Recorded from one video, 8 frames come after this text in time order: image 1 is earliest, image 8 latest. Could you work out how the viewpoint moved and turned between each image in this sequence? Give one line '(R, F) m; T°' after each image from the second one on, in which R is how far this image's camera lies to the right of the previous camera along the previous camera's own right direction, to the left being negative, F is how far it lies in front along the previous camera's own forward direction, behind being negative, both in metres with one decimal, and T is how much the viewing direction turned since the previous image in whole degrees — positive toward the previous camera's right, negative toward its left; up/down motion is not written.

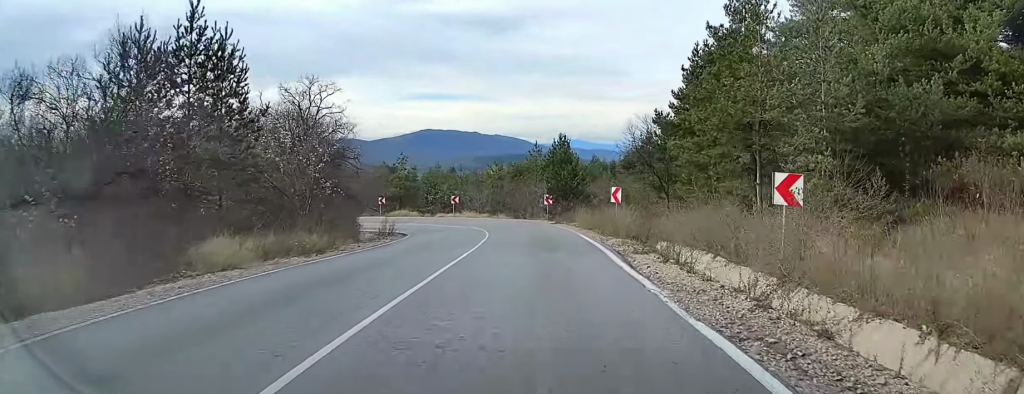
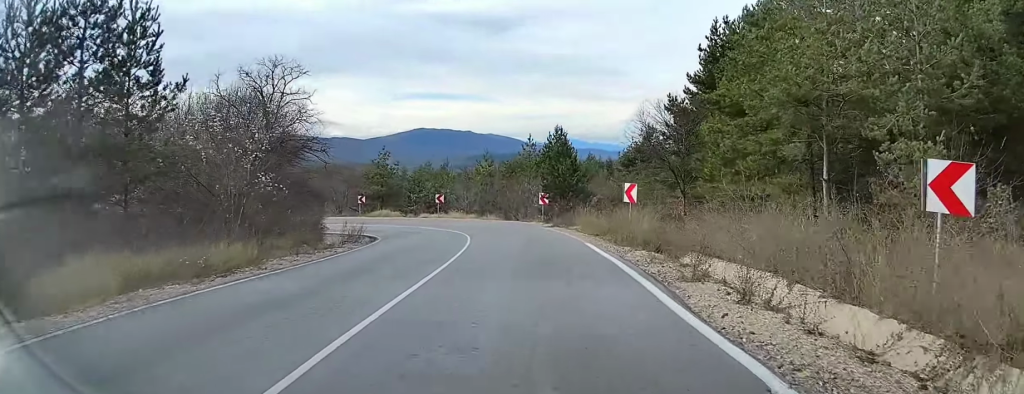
(+0.1, +5.4) m; +1°
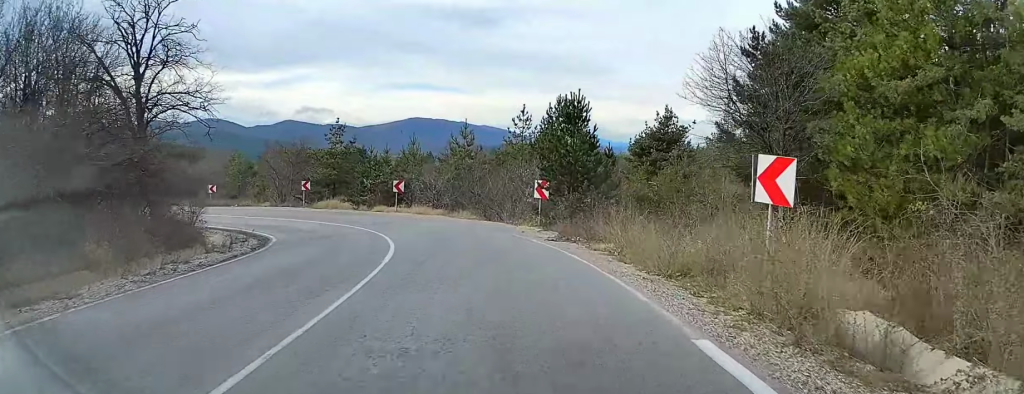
(+0.3, +13.8) m; -2°
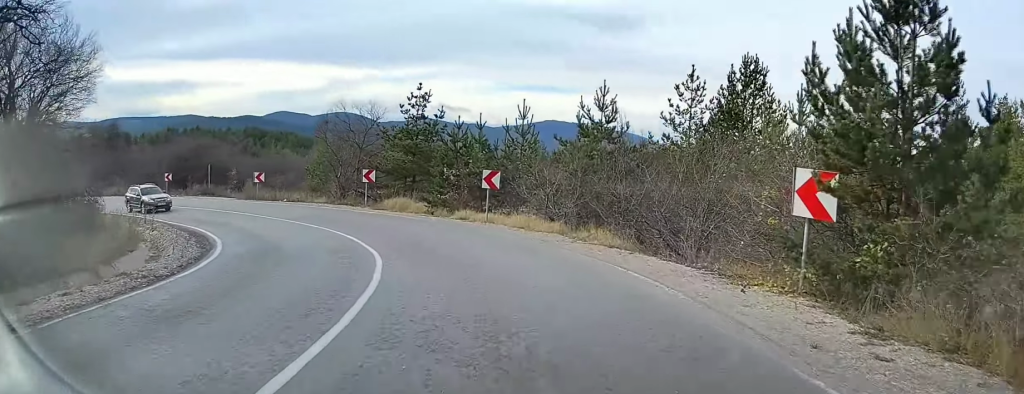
(-1.1, +15.1) m; -13°
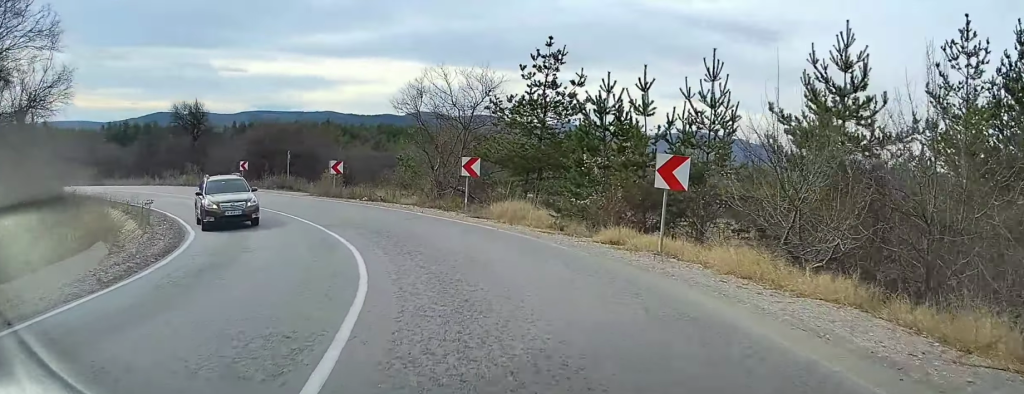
(-1.2, +11.3) m; -13°
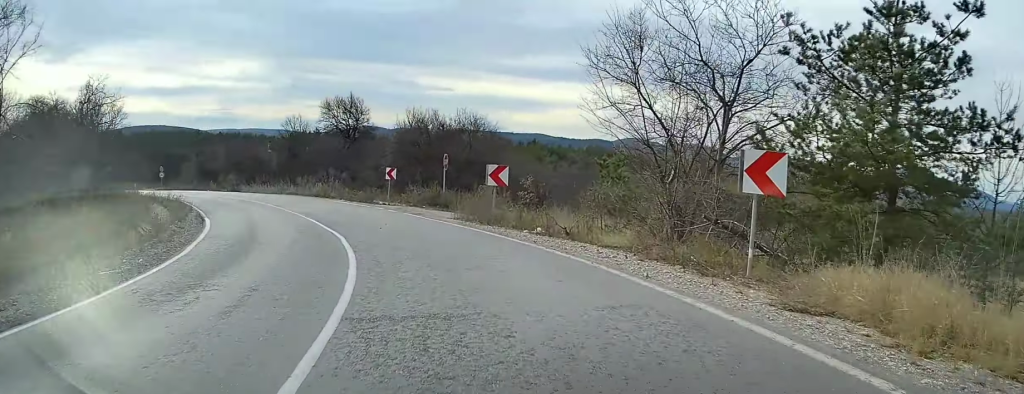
(-1.7, +13.2) m; -16°
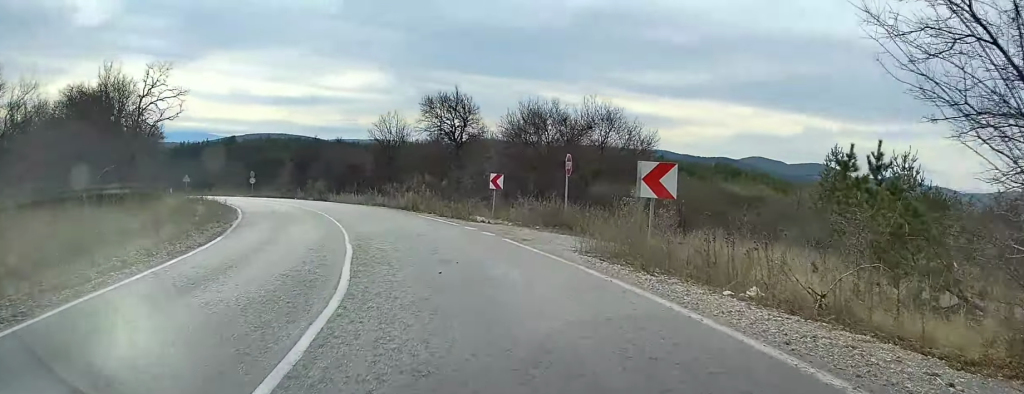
(-0.9, +9.3) m; -10°
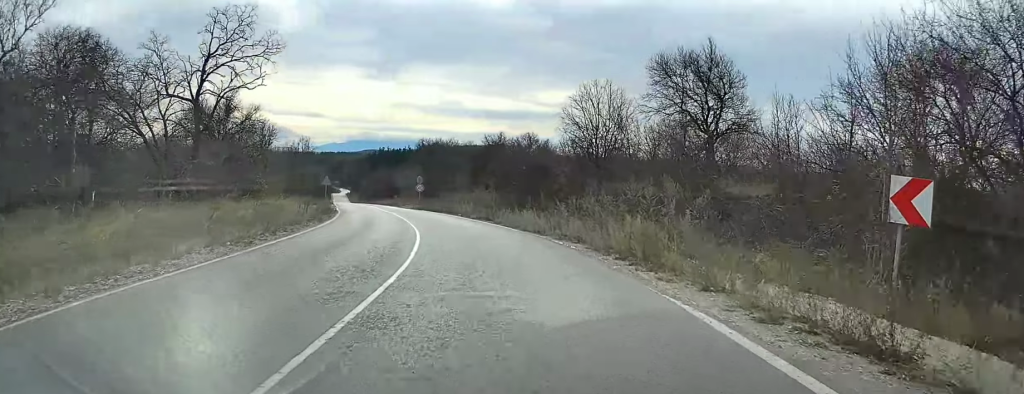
(-3.3, +20.1) m; -17°
